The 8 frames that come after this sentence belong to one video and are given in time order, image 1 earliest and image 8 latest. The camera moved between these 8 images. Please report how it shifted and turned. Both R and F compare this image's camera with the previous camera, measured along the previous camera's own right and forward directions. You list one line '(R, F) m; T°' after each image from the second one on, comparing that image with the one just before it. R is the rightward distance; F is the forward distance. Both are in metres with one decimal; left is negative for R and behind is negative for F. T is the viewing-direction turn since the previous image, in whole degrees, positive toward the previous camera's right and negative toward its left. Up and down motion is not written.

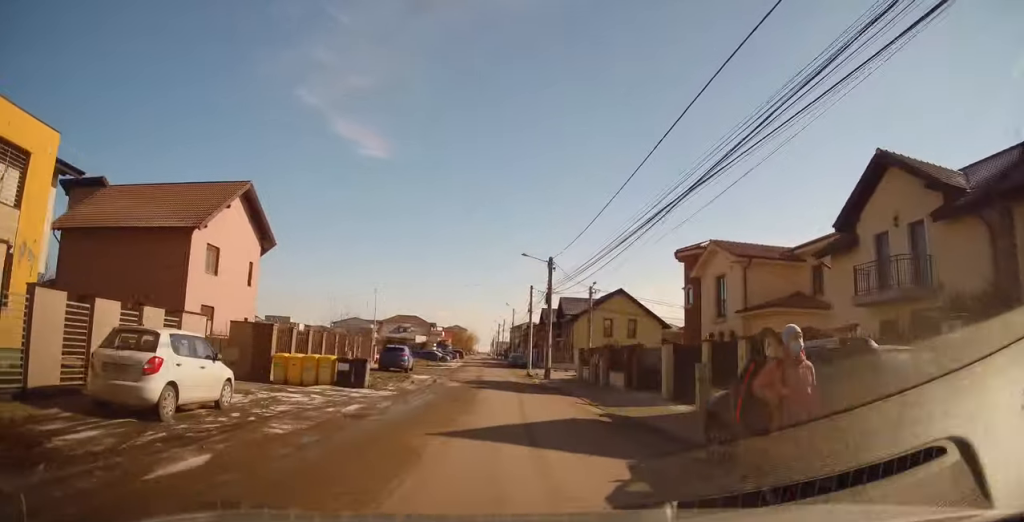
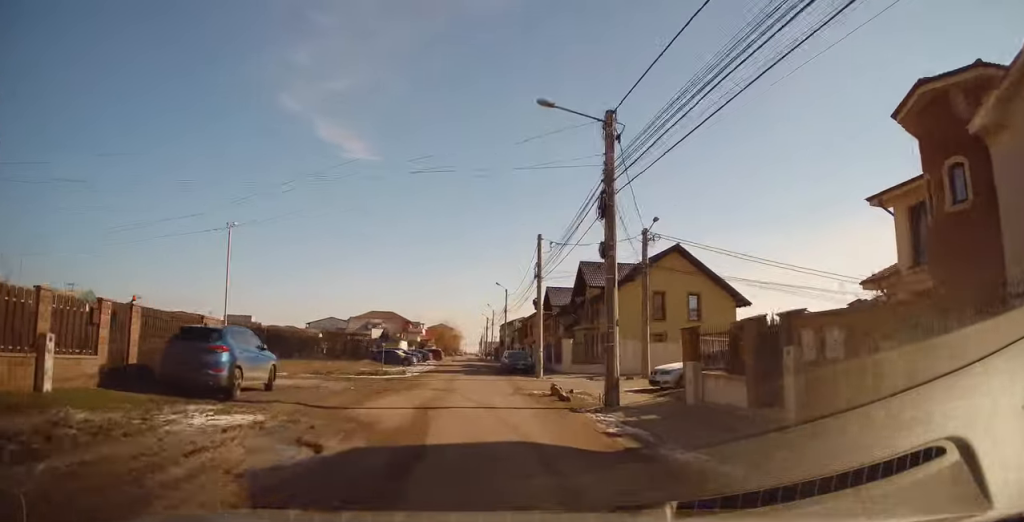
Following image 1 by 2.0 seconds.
(+0.7, +22.2) m; +2°
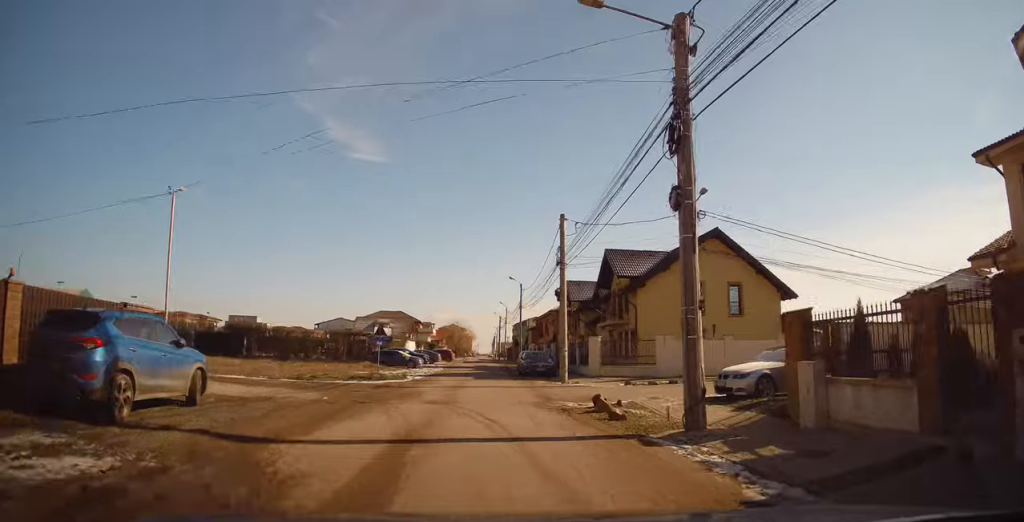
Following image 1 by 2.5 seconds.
(-0.1, +5.1) m; 0°
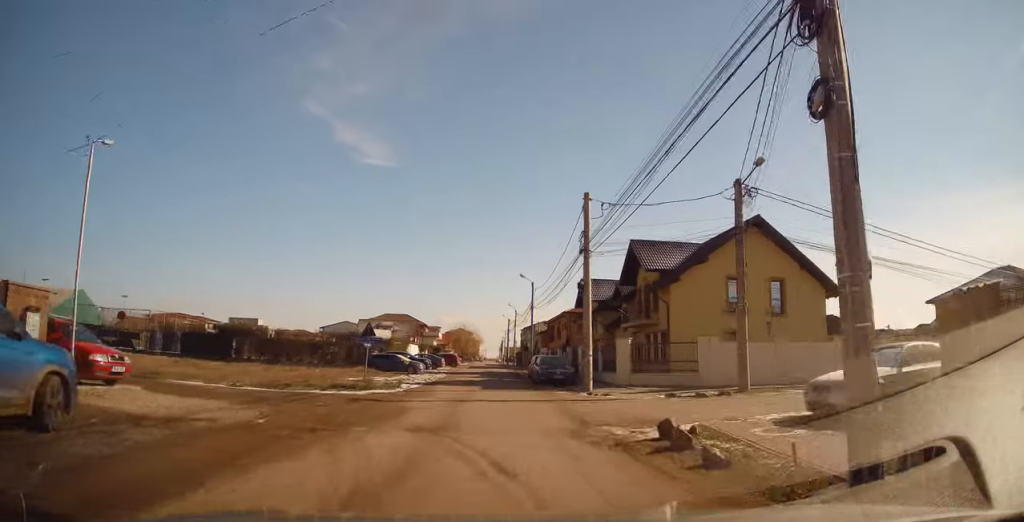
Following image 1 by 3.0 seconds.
(+0.1, +4.7) m; -1°
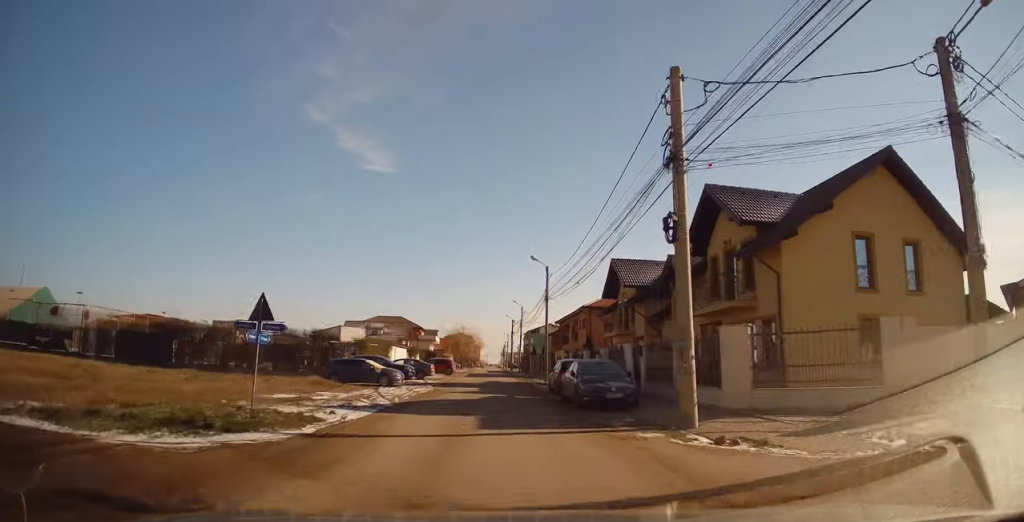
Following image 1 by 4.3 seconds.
(-0.3, +12.0) m; -1°
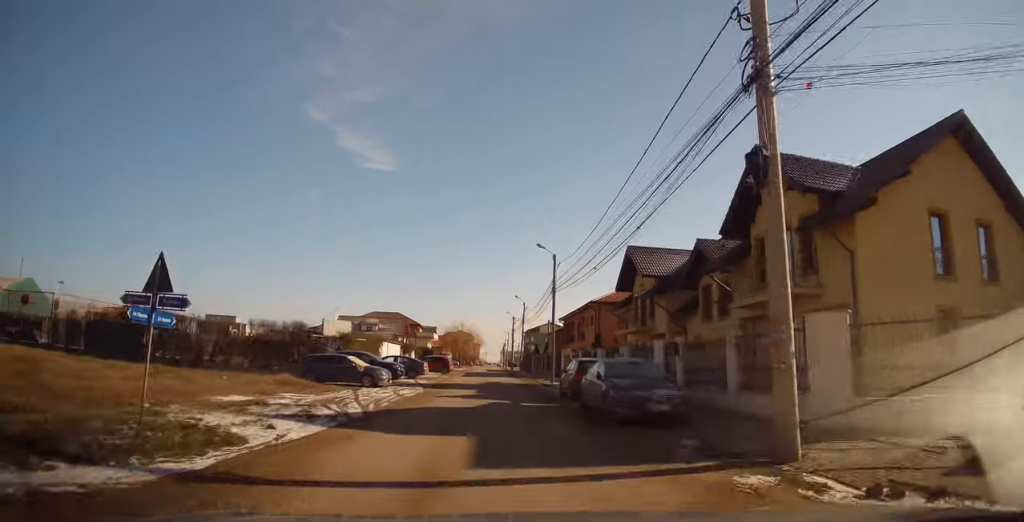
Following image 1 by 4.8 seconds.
(0.0, +4.2) m; 0°
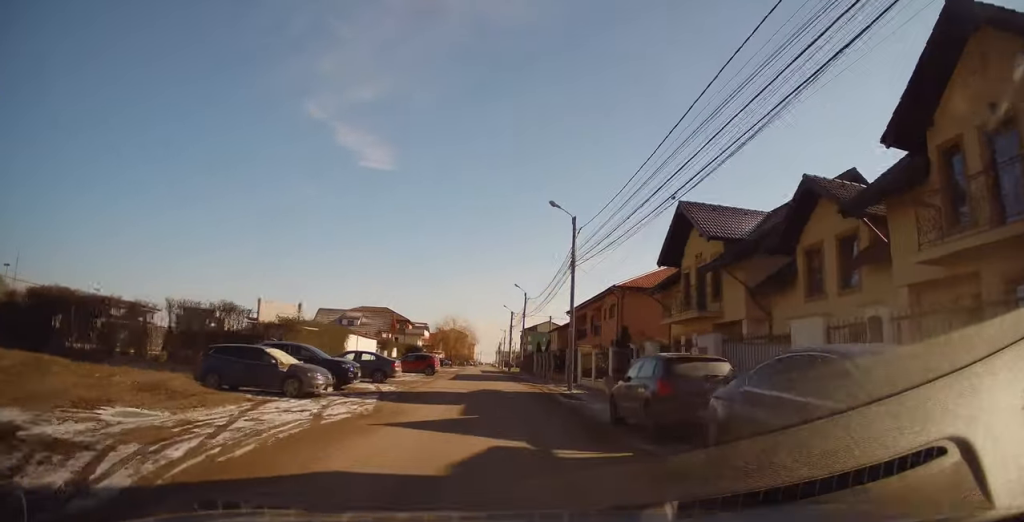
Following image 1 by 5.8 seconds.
(+0.3, +9.1) m; 0°
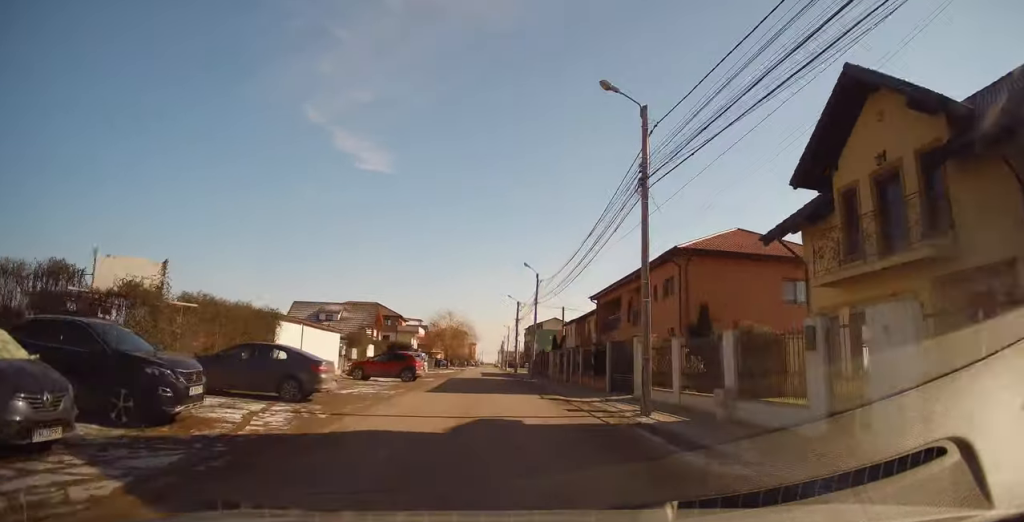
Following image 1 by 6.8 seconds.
(-0.4, +10.9) m; -3°
